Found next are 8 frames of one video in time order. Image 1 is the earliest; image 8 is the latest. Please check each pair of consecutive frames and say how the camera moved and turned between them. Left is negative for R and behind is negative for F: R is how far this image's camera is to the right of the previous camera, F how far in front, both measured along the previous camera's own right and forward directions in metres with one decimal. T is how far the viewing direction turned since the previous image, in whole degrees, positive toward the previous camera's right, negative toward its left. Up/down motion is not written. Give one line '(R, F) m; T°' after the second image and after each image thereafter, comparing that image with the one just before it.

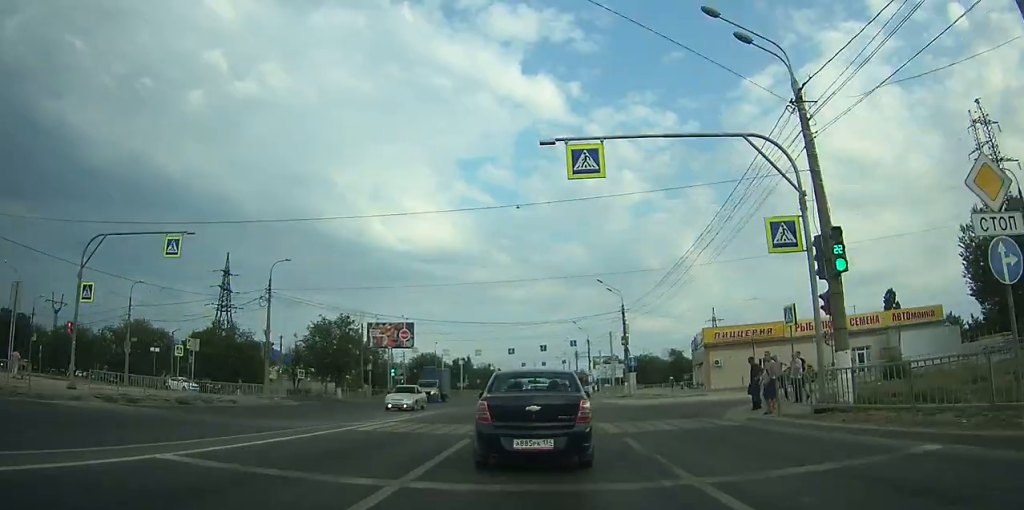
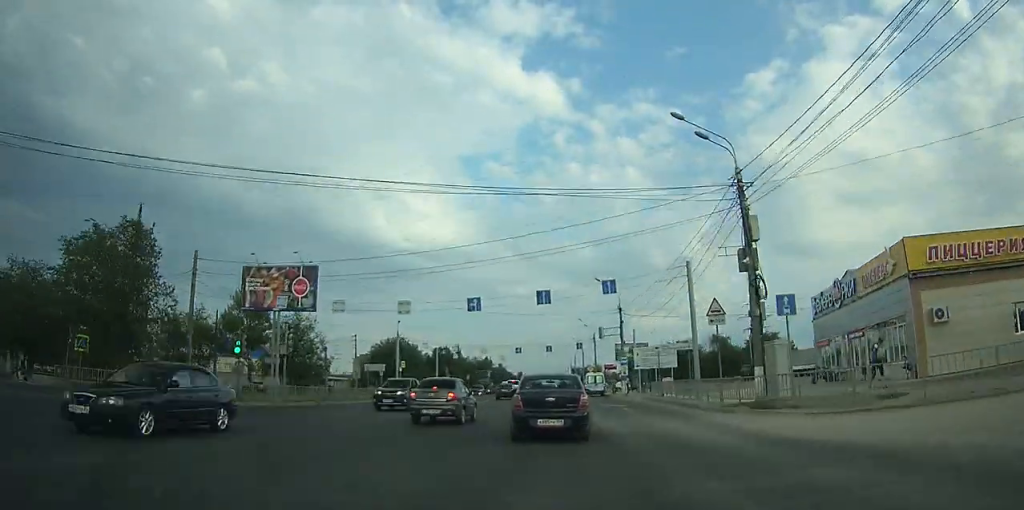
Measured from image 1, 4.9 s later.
(+3.4, +36.2) m; +6°
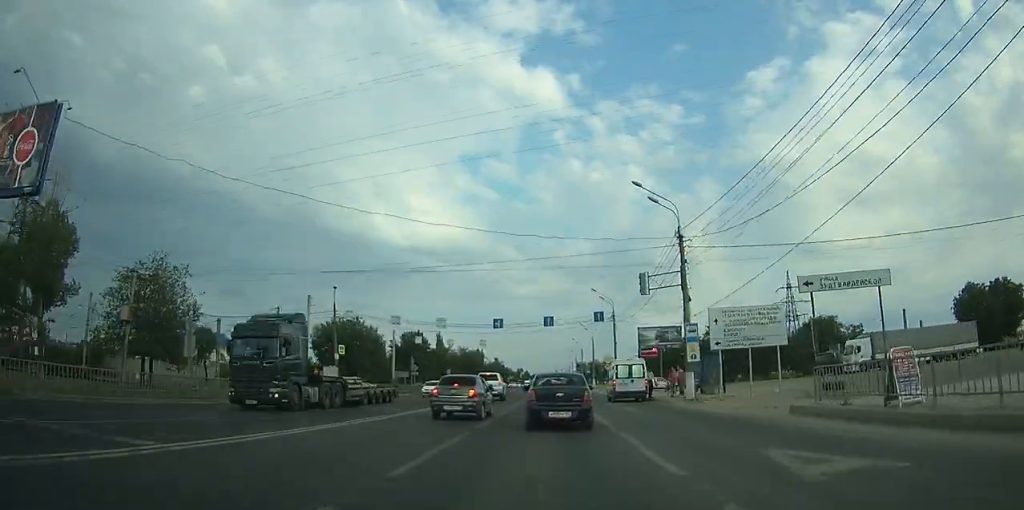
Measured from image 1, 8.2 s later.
(+0.1, +27.5) m; 0°
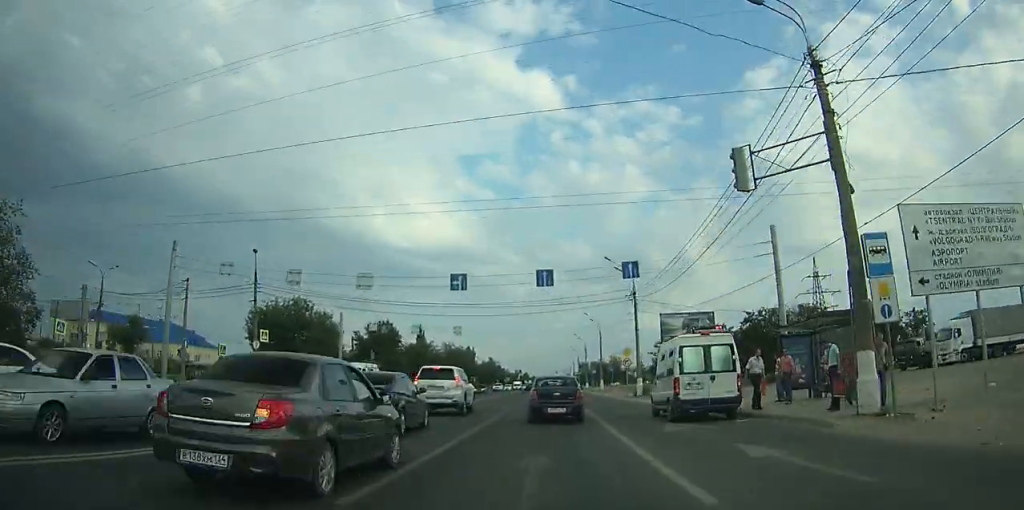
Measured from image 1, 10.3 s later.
(+0.1, +19.3) m; 0°
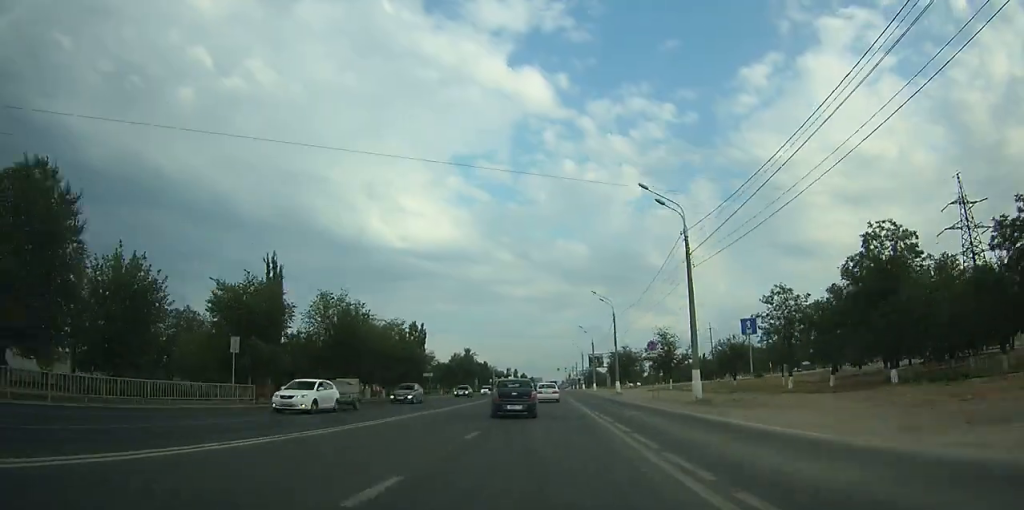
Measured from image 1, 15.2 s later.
(-0.5, +55.0) m; -1°
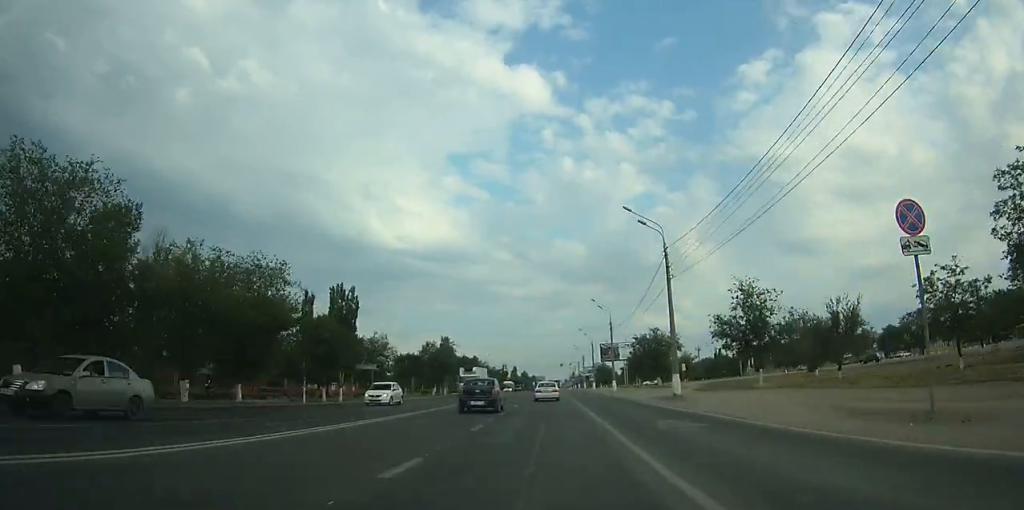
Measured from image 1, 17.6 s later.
(-0.1, +31.1) m; 0°
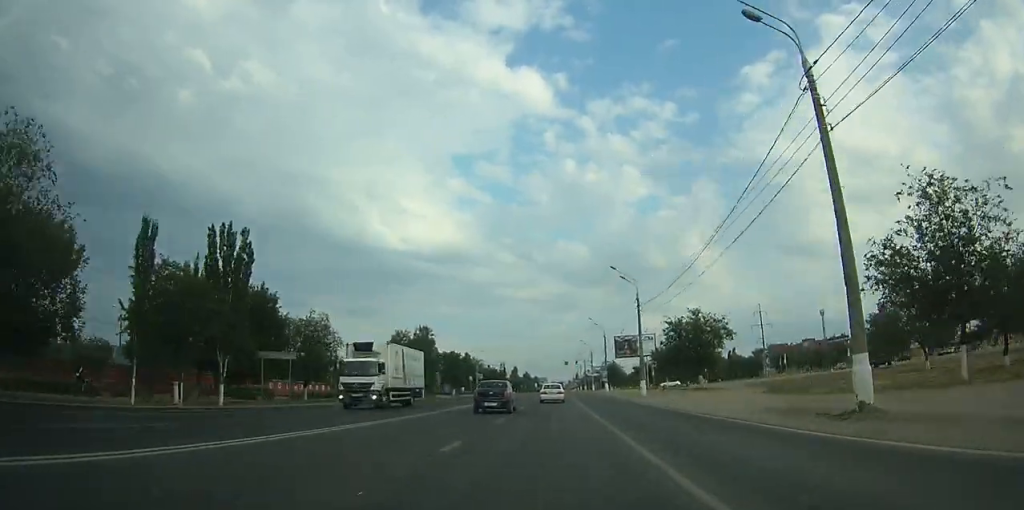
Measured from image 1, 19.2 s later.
(0.0, +21.3) m; 0°
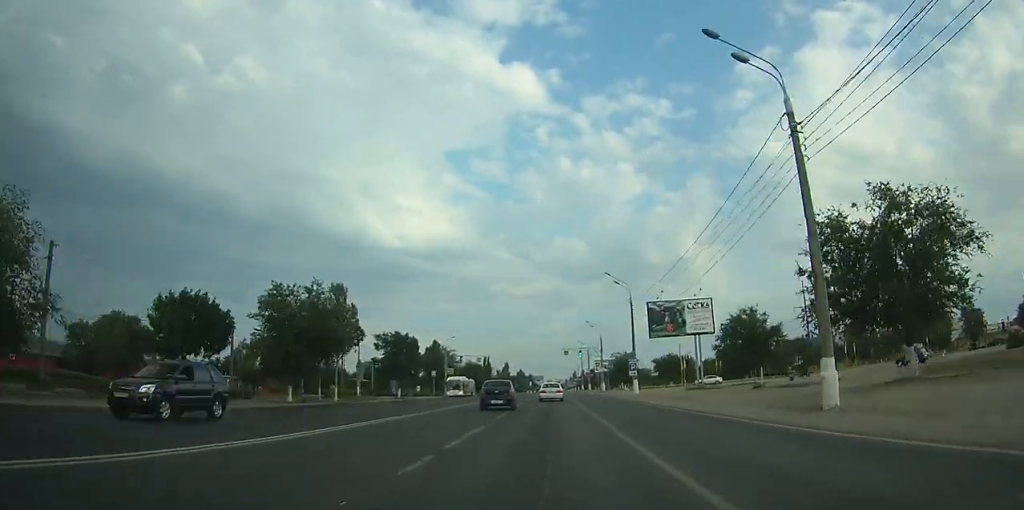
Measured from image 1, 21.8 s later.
(-0.1, +35.6) m; 0°
